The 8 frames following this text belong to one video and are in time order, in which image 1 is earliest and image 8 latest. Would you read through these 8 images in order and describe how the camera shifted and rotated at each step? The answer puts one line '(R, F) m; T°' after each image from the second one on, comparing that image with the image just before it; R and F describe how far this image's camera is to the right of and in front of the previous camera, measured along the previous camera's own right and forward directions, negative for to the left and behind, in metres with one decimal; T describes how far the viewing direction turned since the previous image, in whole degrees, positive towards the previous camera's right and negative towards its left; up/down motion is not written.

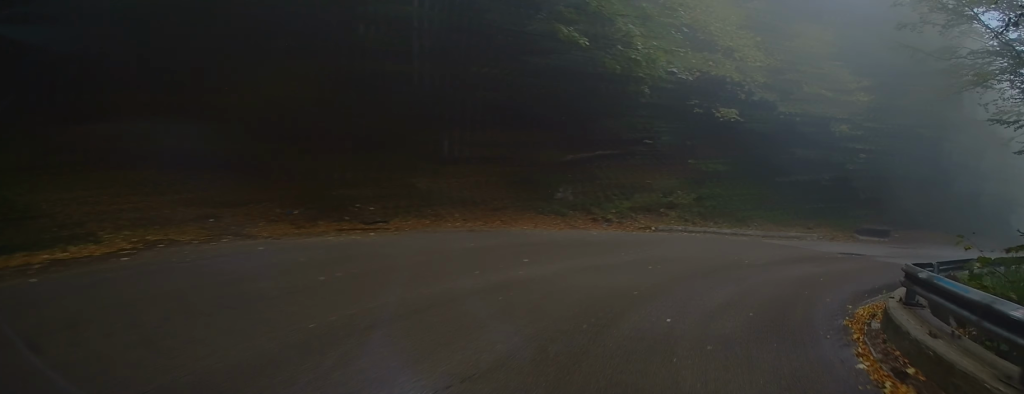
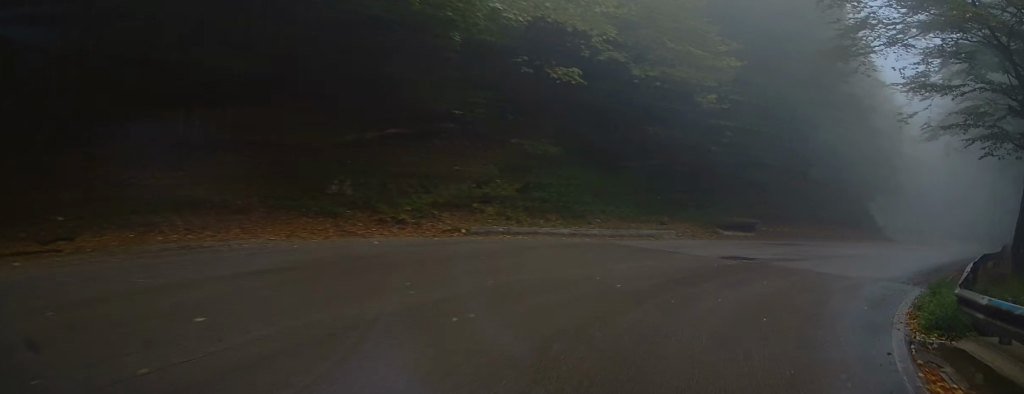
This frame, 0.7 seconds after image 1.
(+0.7, +4.2) m; +14°
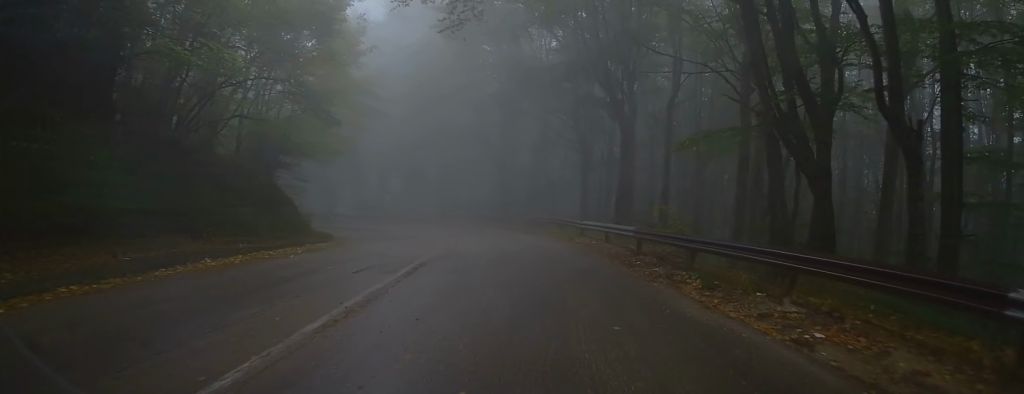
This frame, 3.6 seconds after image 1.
(+8.2, +19.1) m; +38°
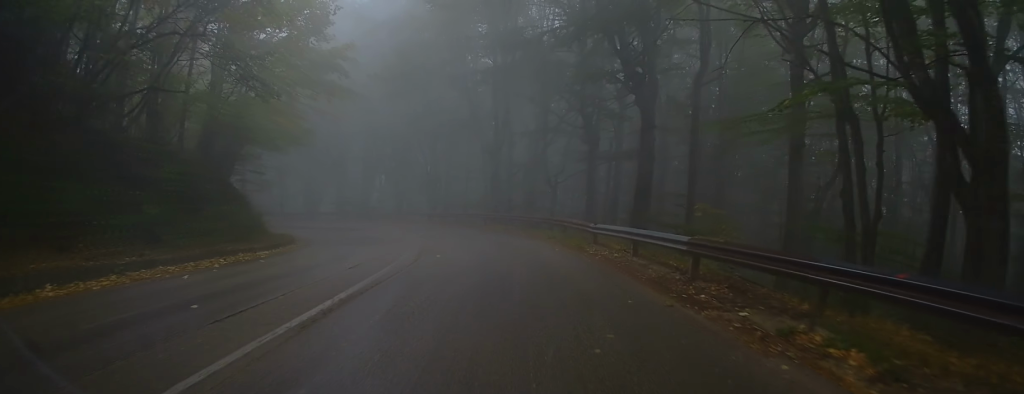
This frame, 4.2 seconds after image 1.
(+0.2, +4.5) m; +5°
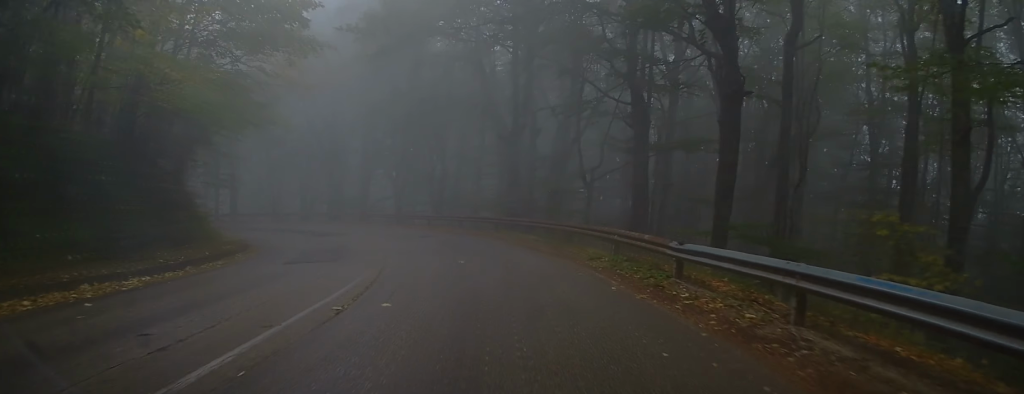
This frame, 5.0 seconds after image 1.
(+0.2, +6.3) m; -1°
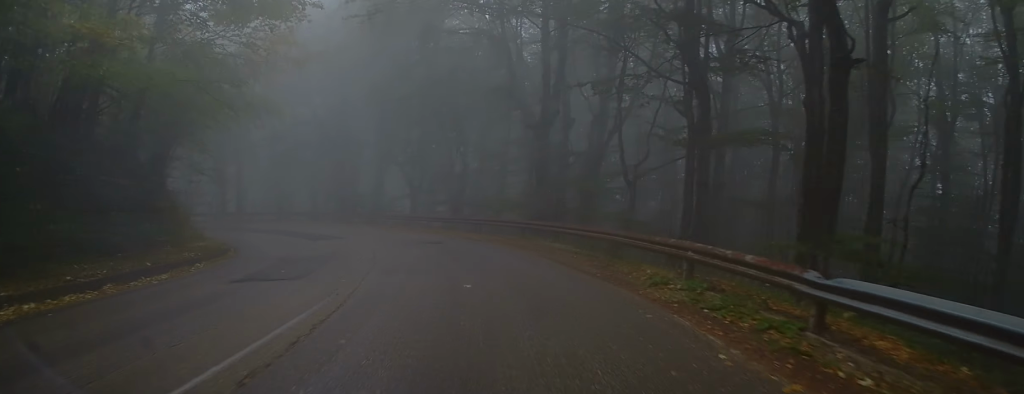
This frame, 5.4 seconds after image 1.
(0.0, +3.4) m; -2°
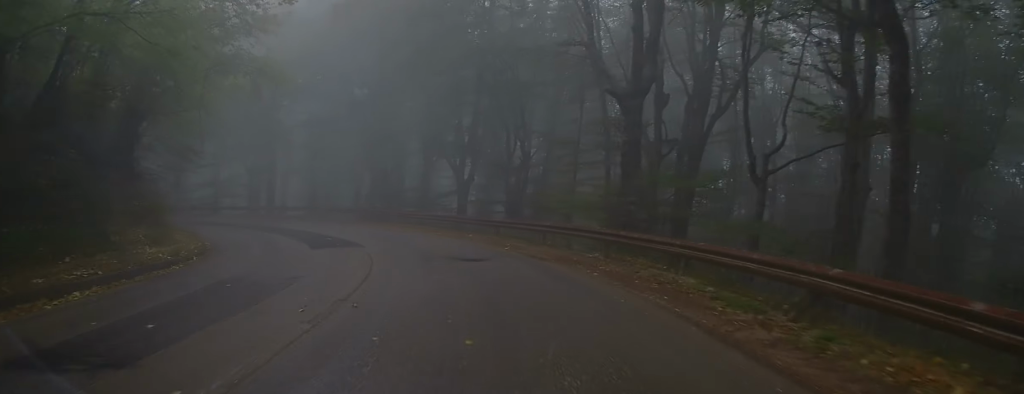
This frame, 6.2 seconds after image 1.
(-0.3, +5.8) m; -5°
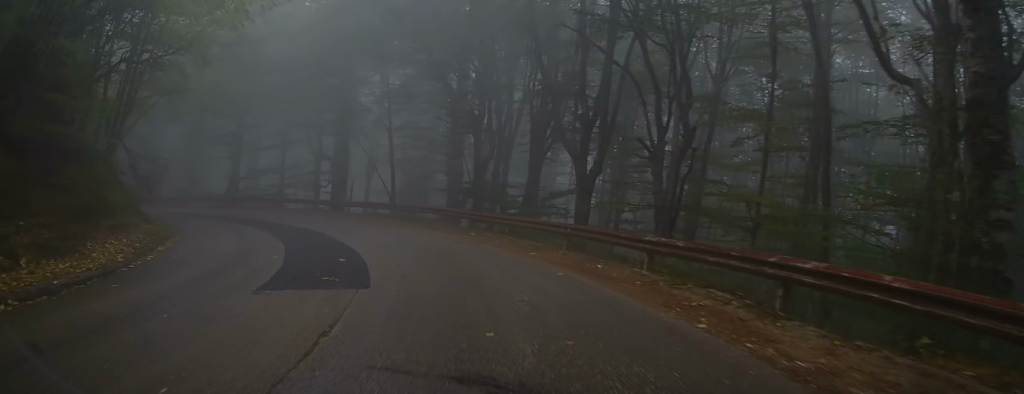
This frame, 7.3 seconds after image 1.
(-0.4, +9.3) m; -7°
